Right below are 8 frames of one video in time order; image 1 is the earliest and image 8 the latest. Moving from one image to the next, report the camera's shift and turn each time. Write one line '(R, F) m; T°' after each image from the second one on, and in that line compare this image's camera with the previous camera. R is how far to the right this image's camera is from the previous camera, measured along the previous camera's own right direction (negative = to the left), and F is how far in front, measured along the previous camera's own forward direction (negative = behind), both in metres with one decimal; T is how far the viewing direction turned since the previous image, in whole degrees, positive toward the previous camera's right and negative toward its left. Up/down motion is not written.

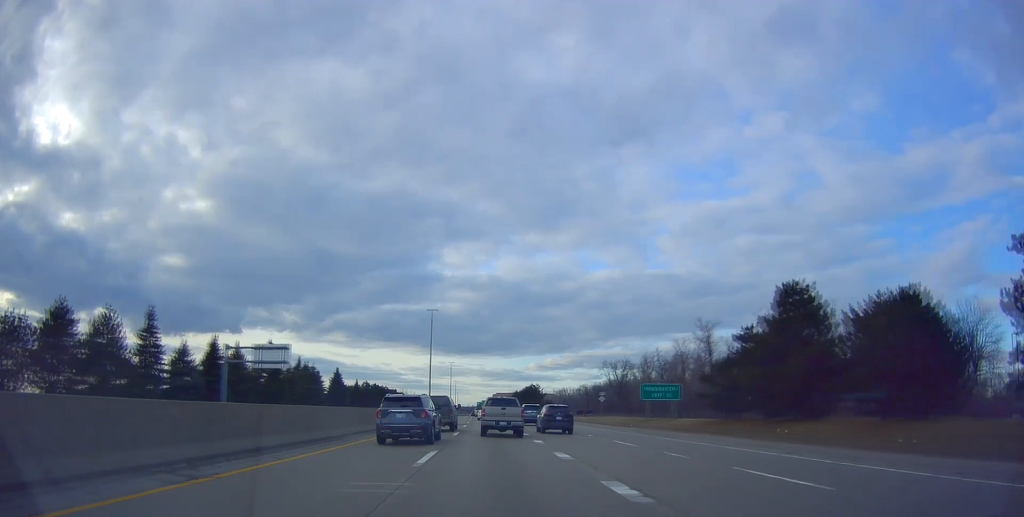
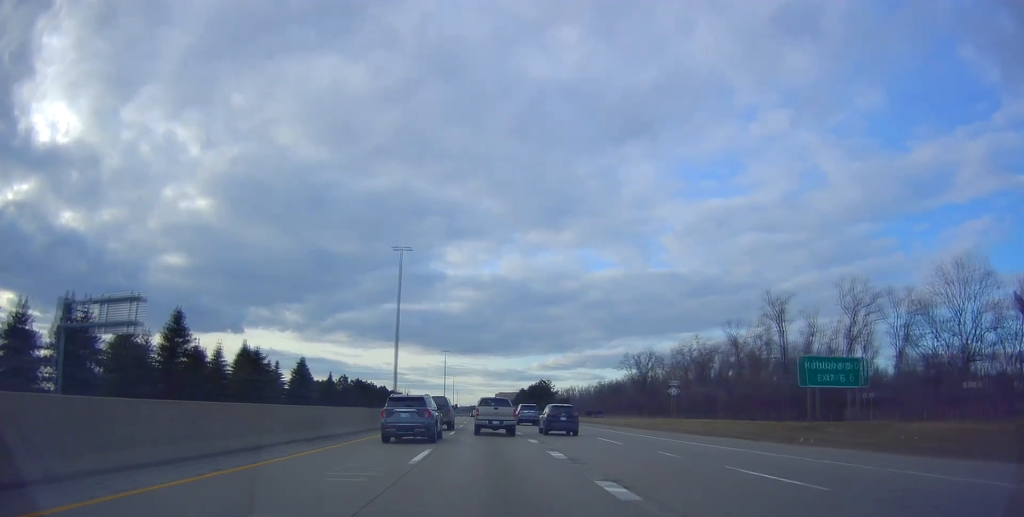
(-1.0, +30.2) m; -2°
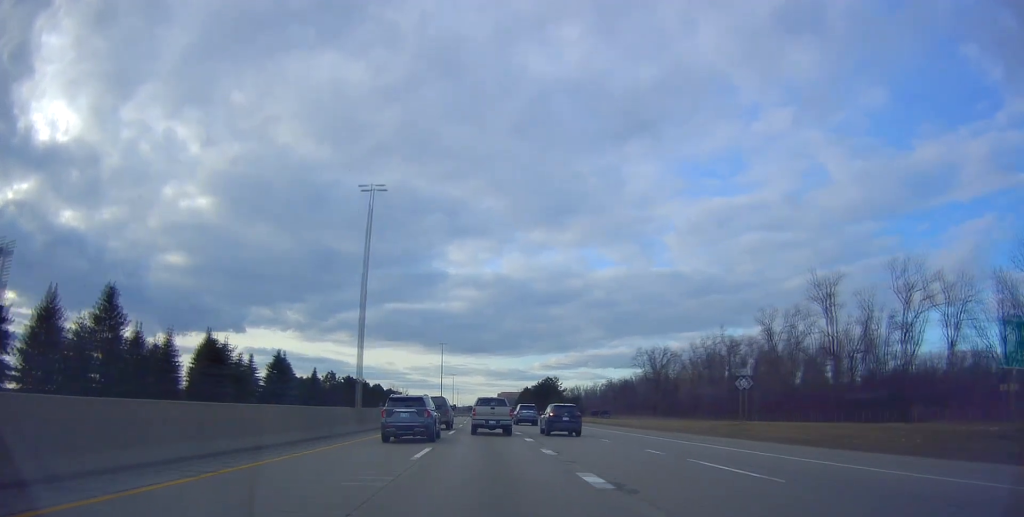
(-0.1, +13.9) m; 0°
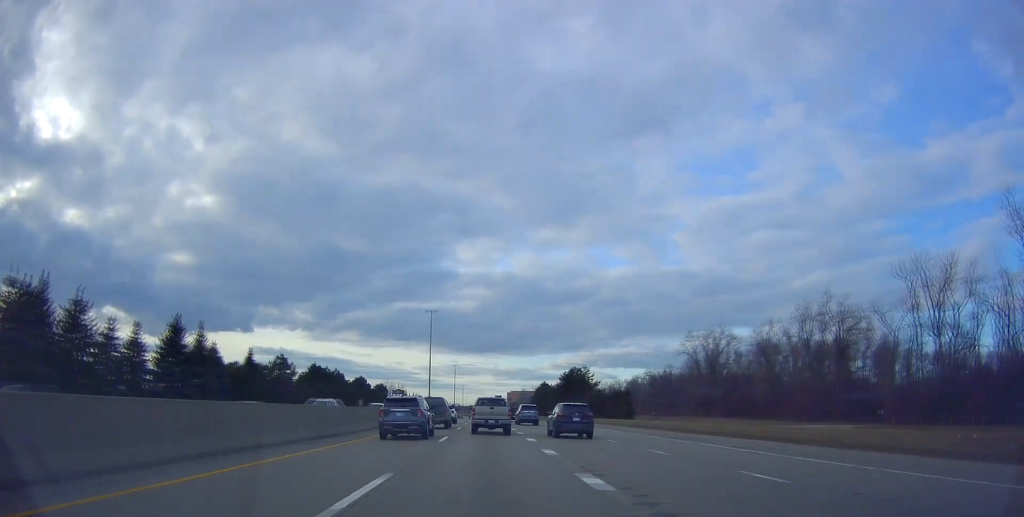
(+0.5, +38.1) m; +1°
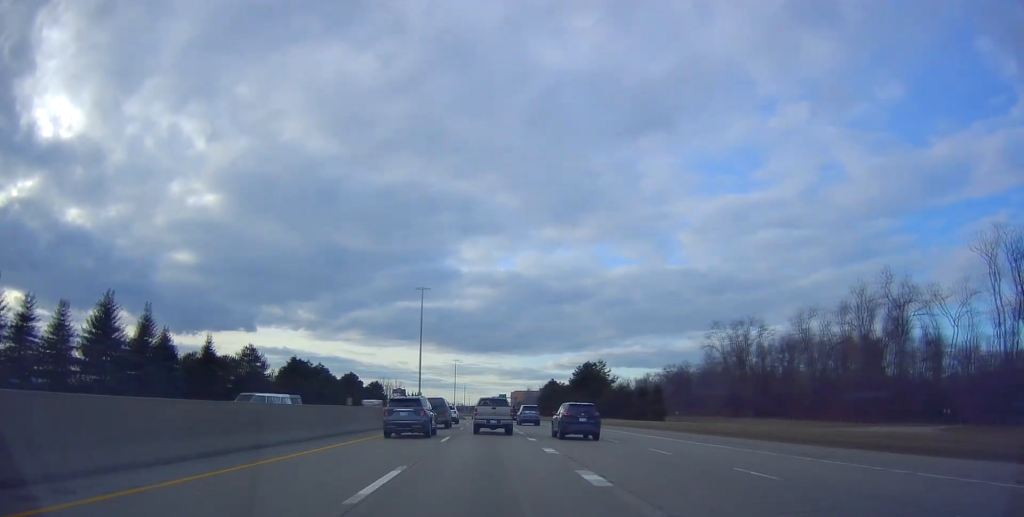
(0.0, +14.6) m; 0°
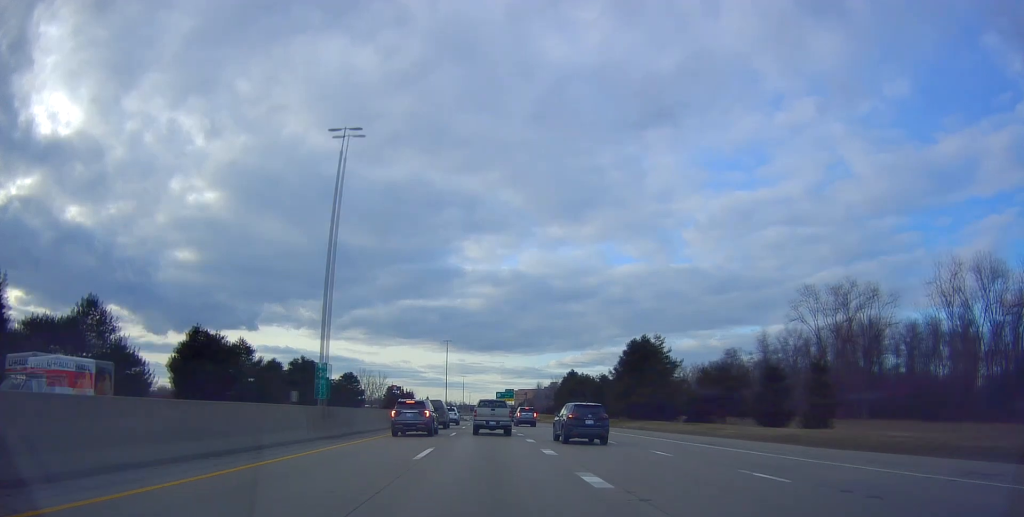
(0.0, +38.4) m; -1°
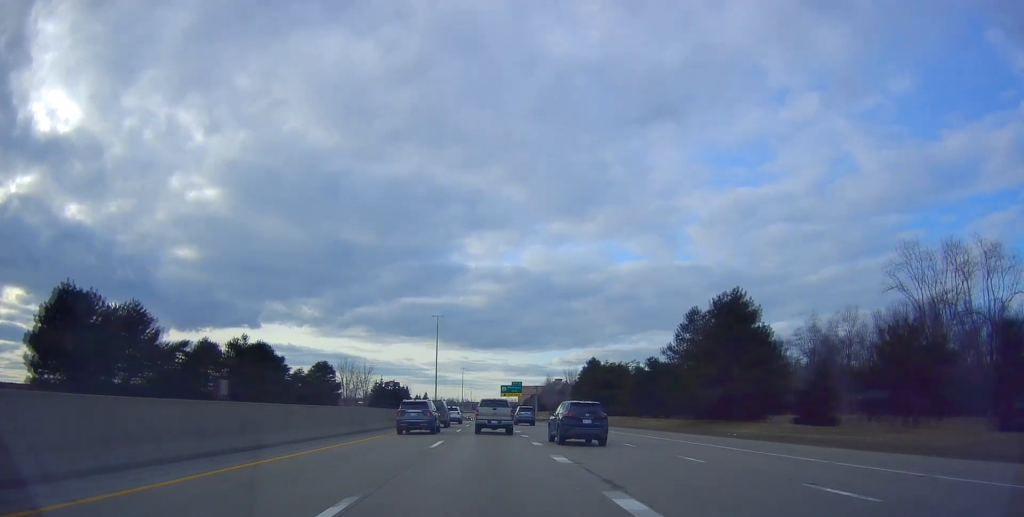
(-0.1, +26.2) m; -1°
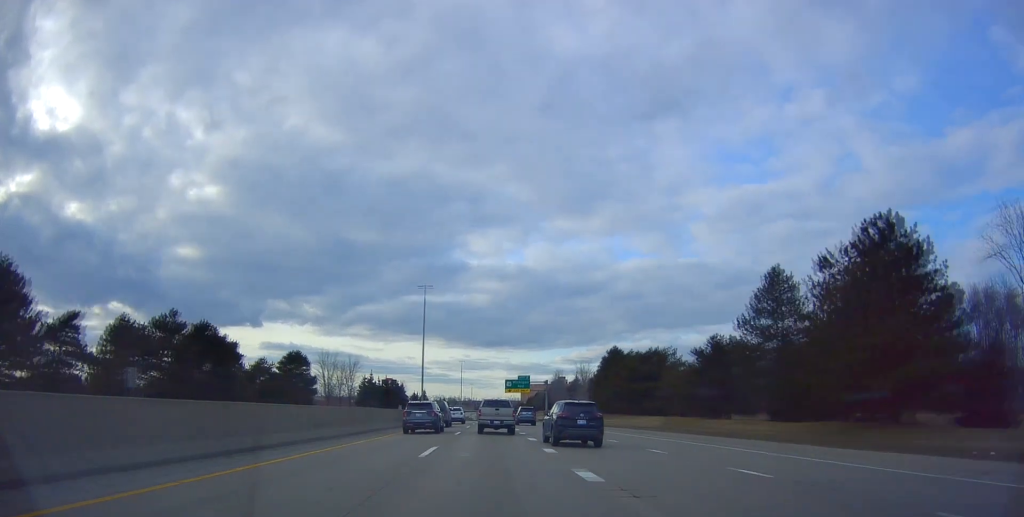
(-0.1, +19.3) m; 0°
